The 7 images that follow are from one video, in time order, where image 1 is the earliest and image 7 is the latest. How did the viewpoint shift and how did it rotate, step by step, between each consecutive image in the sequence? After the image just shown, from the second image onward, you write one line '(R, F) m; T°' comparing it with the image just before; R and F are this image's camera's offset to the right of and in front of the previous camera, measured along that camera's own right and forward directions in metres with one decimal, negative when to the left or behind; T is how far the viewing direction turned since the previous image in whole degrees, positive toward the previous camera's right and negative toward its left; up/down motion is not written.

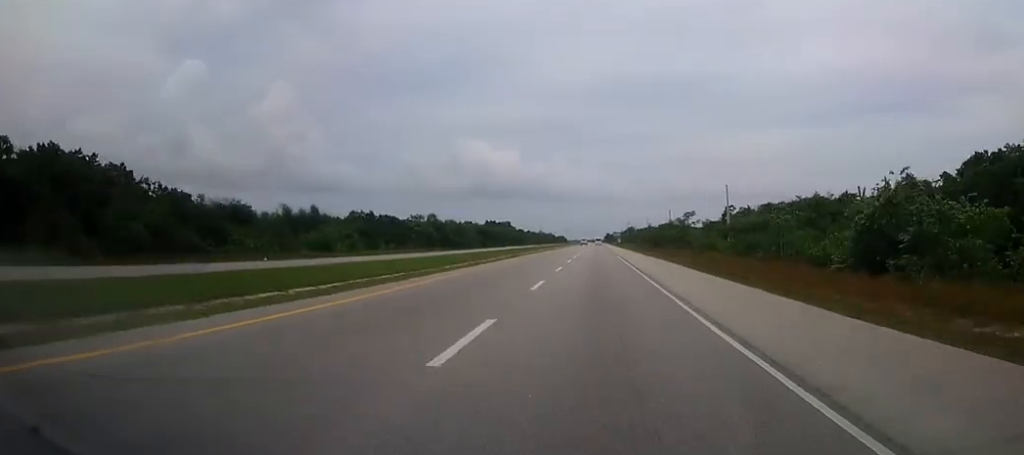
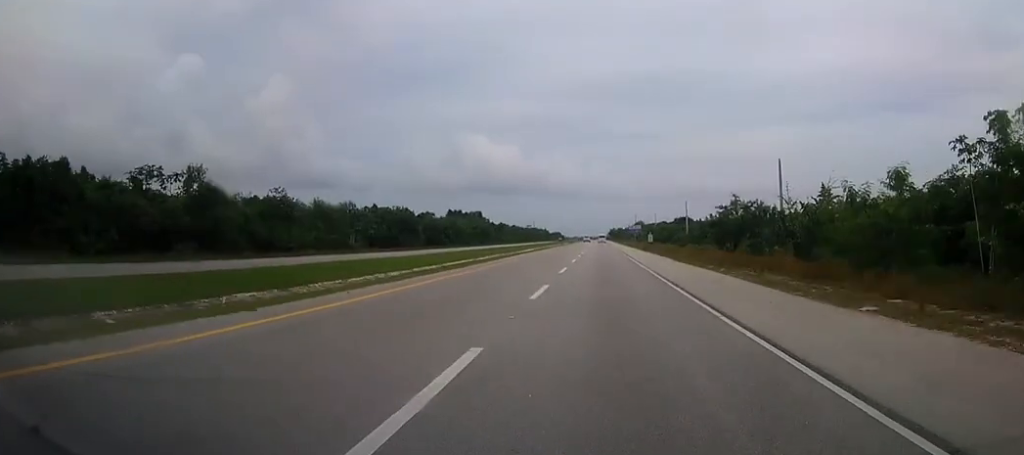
(-0.1, +87.8) m; 0°
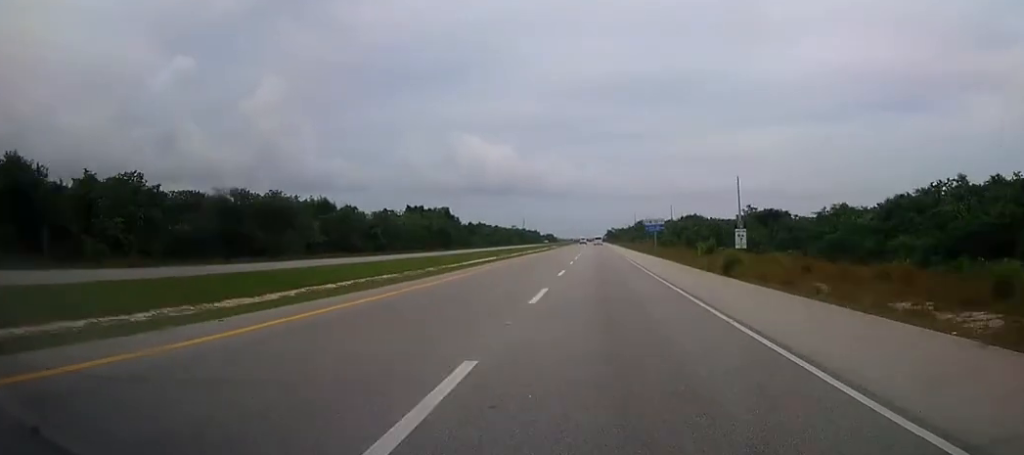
(+0.1, +48.7) m; 0°
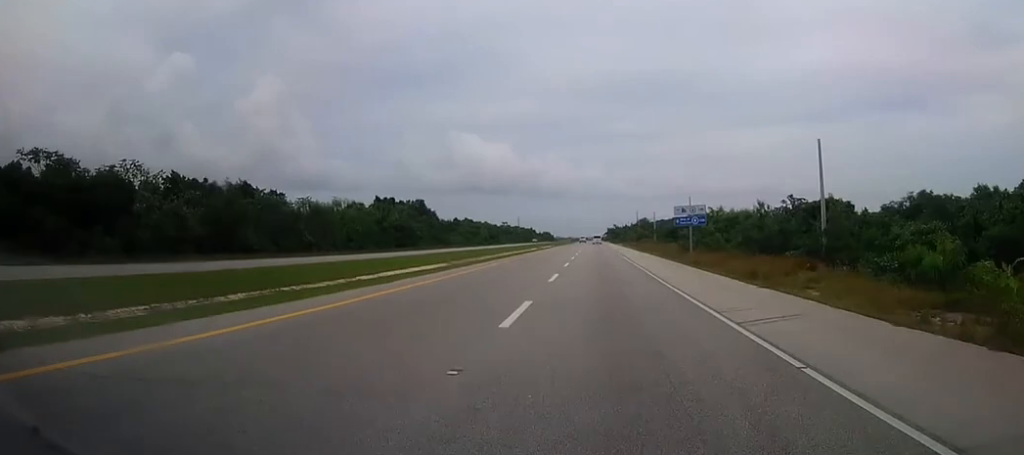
(0.0, +29.2) m; 0°
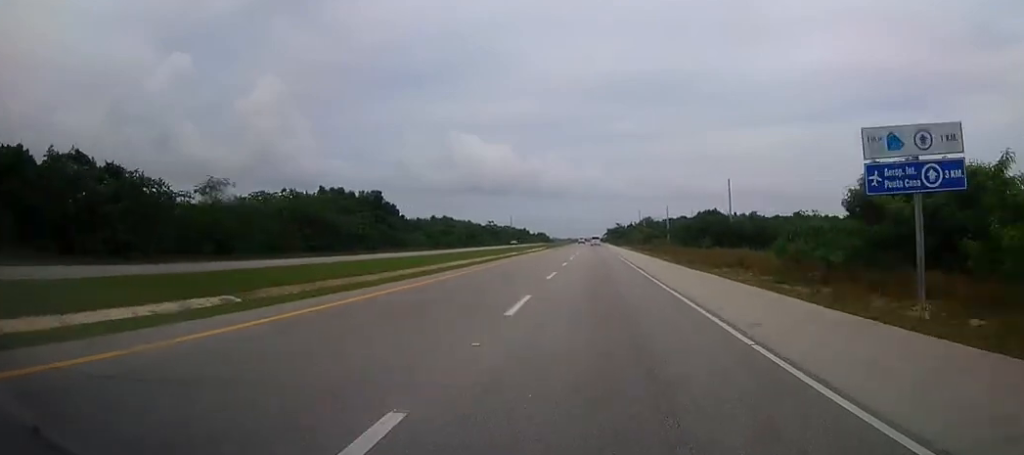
(+0.1, +33.0) m; 0°
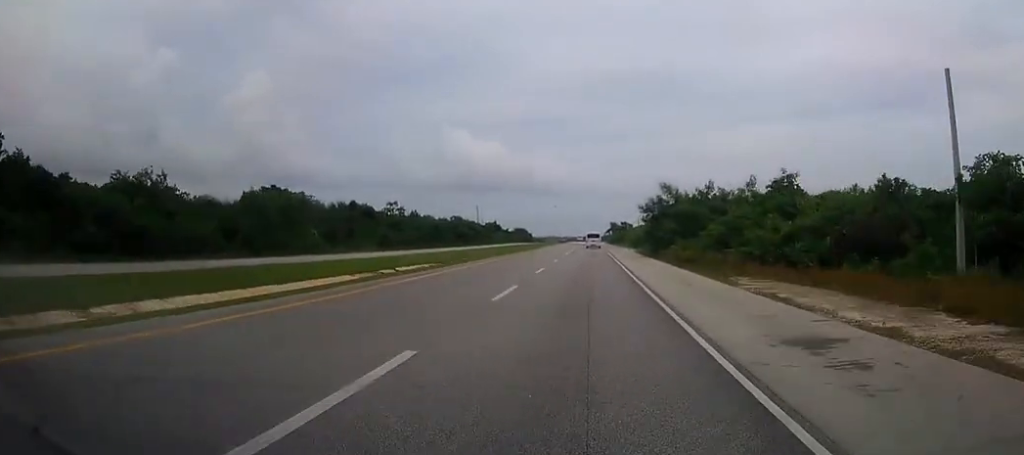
(+0.2, +113.9) m; 0°
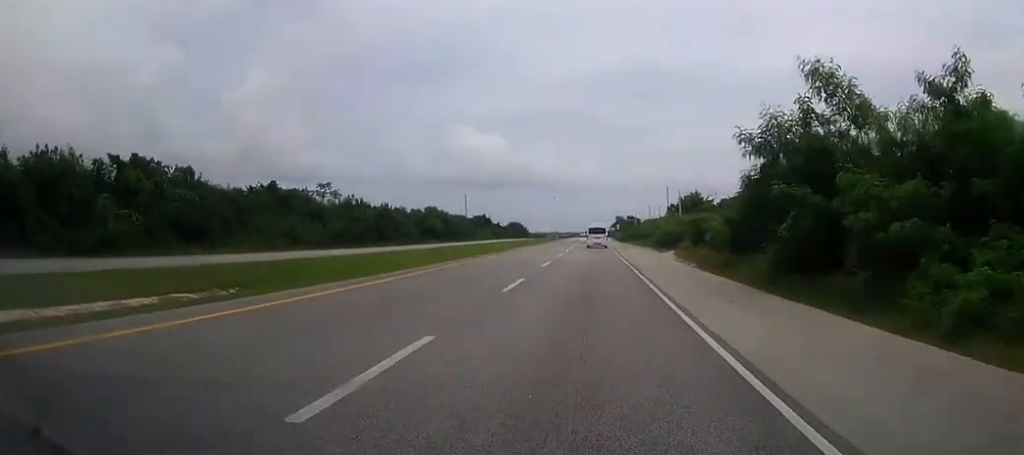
(0.0, +33.0) m; 0°
